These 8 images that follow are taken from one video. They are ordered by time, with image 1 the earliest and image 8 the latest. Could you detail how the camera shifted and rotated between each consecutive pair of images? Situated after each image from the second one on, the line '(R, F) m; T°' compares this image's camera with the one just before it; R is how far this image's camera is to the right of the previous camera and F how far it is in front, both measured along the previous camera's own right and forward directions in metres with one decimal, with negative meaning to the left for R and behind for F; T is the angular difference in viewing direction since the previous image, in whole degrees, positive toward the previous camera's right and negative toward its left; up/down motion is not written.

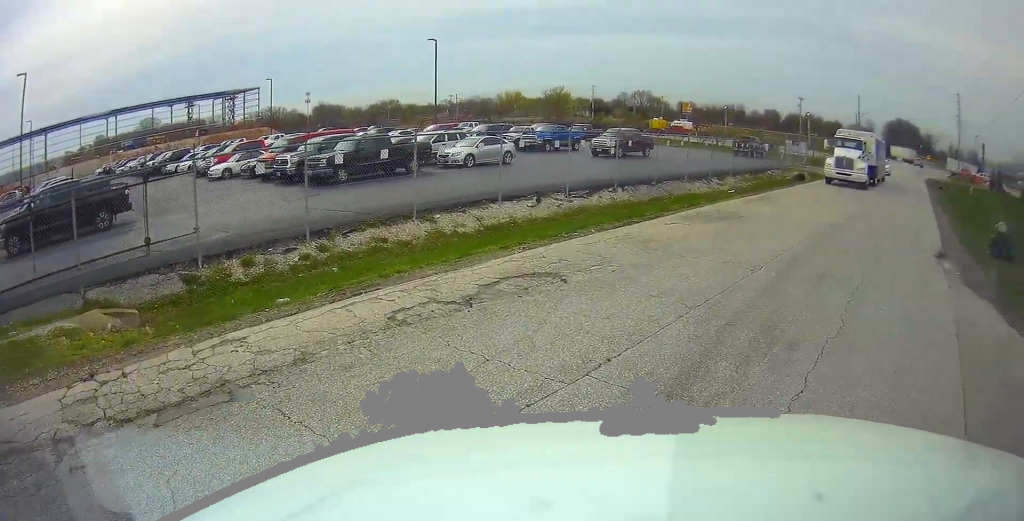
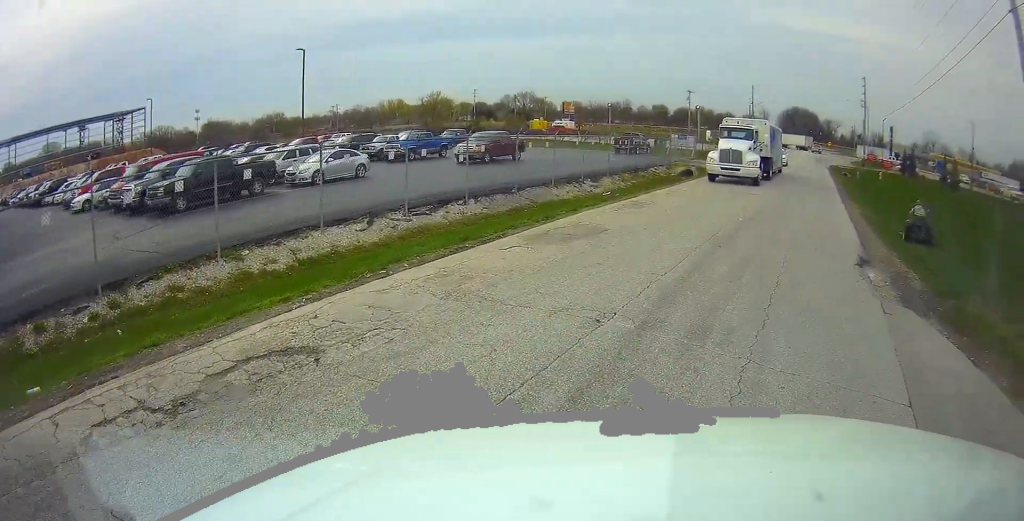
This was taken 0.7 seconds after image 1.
(+0.2, +2.5) m; +3°
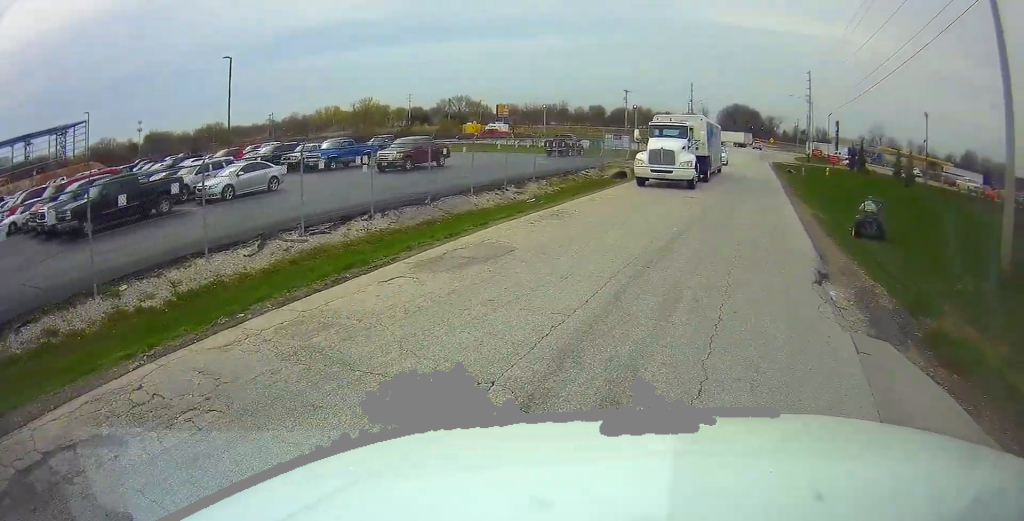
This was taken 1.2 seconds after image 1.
(0.0, +1.6) m; -1°
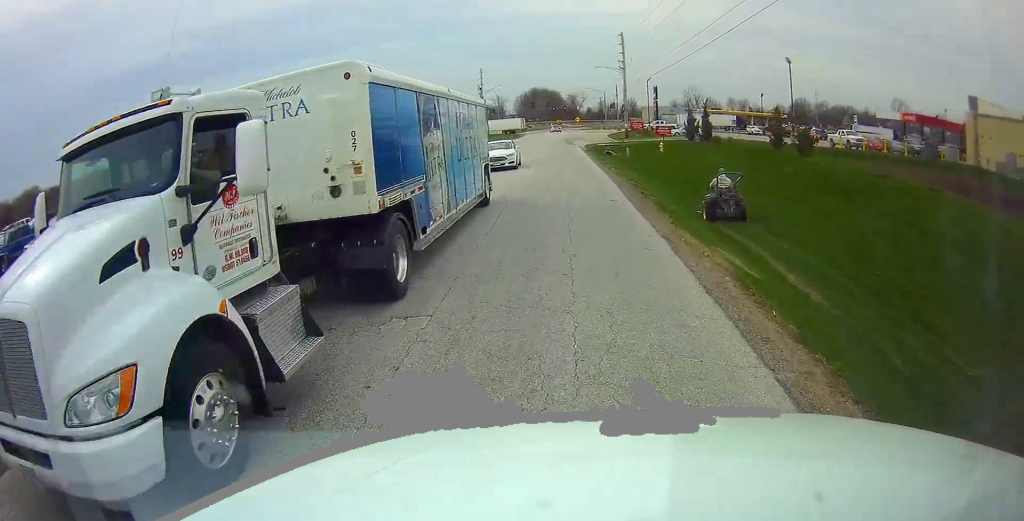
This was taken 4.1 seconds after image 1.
(+2.2, +11.2) m; +19°
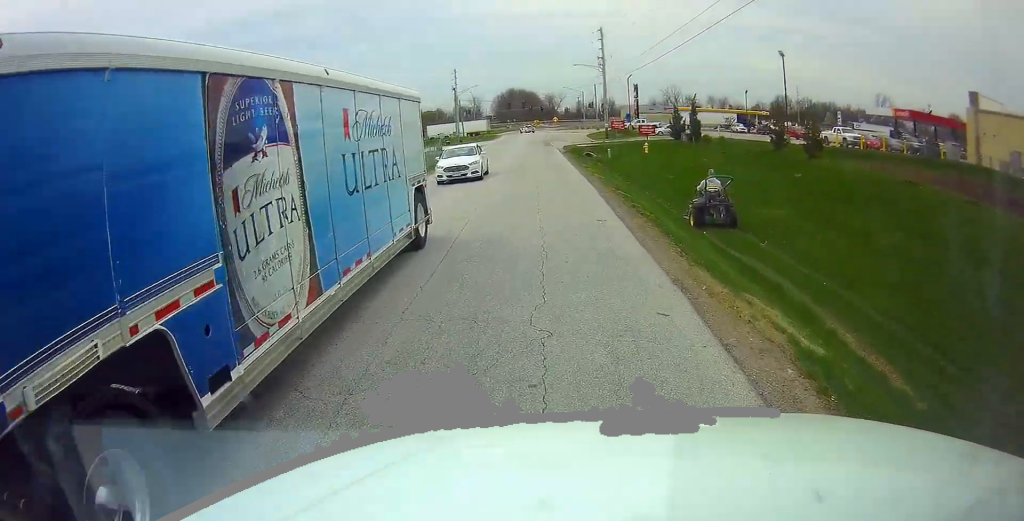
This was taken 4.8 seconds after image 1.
(0.0, +3.3) m; -3°
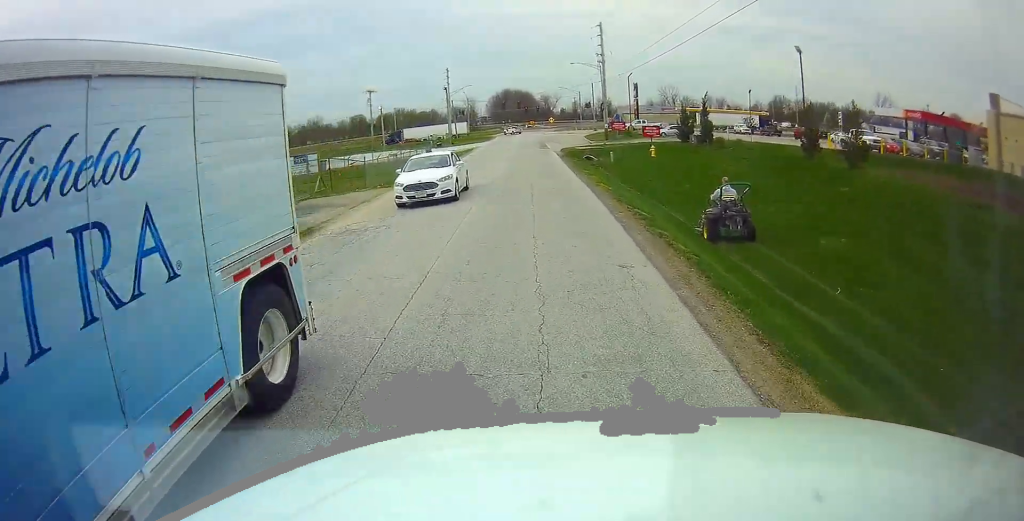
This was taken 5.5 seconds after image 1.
(-0.3, +3.9) m; -5°
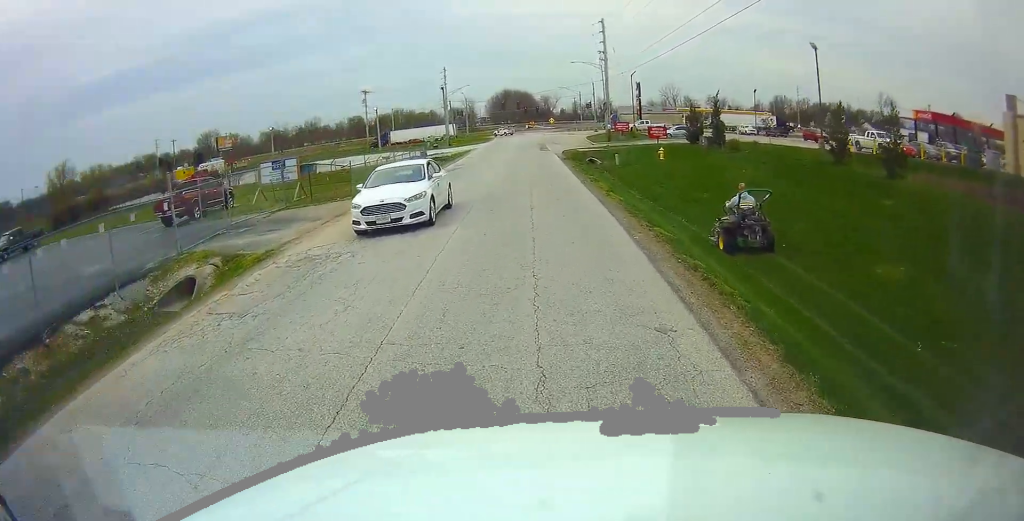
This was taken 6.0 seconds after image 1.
(0.0, +2.7) m; 0°
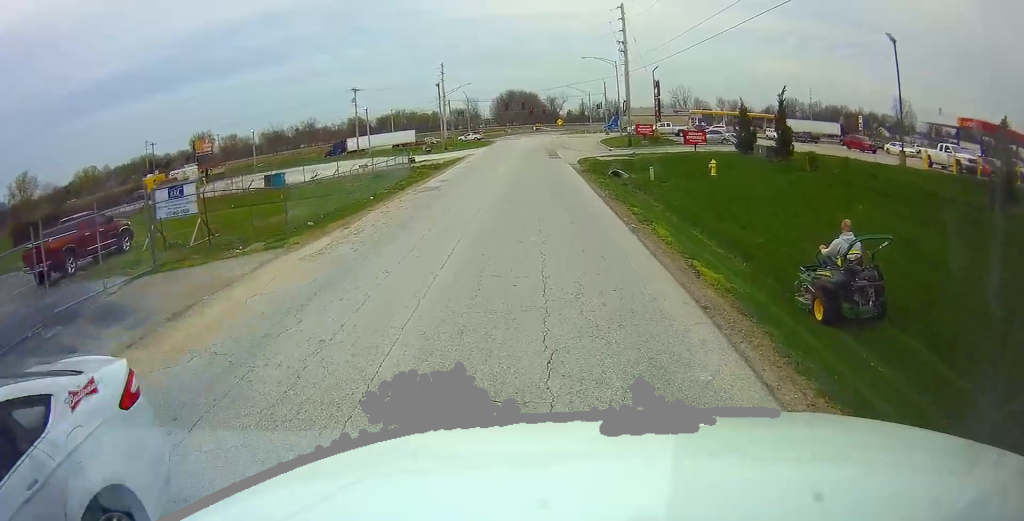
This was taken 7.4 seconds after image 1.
(0.0, +9.1) m; 0°
